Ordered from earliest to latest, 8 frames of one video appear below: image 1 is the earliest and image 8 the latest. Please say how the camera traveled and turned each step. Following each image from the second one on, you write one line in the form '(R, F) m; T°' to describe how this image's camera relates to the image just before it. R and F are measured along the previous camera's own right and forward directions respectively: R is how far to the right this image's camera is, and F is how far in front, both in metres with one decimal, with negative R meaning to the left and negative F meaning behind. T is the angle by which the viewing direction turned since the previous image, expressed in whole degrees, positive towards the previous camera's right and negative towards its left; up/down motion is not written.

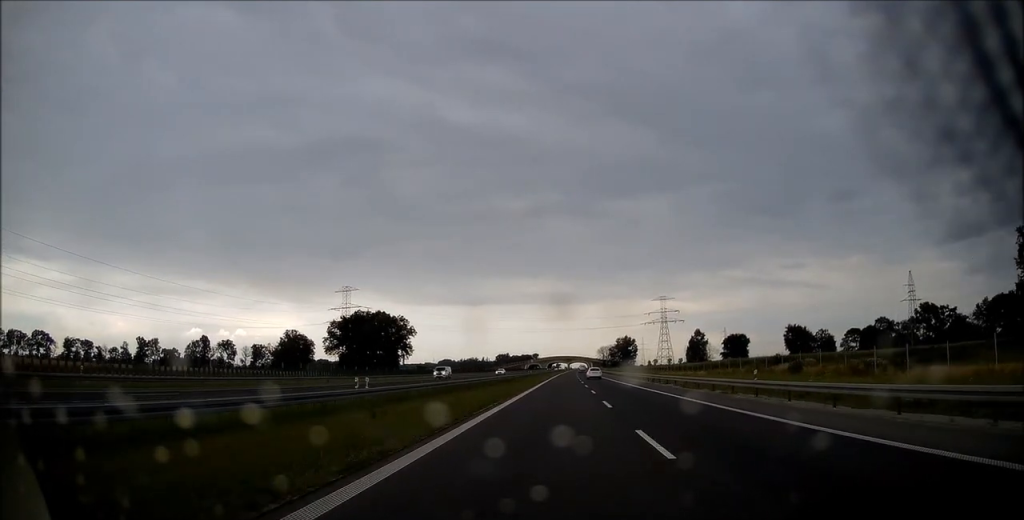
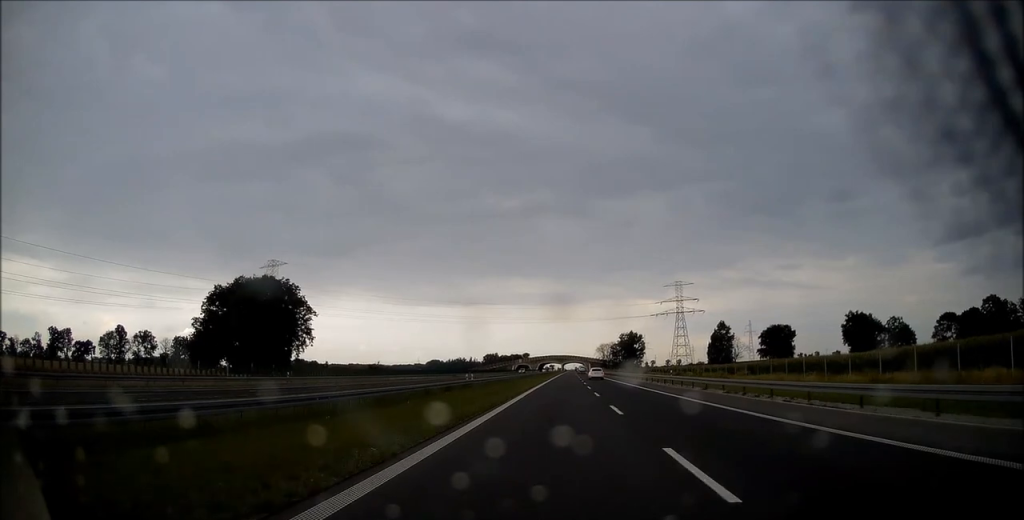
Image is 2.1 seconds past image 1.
(+0.4, +73.6) m; +1°
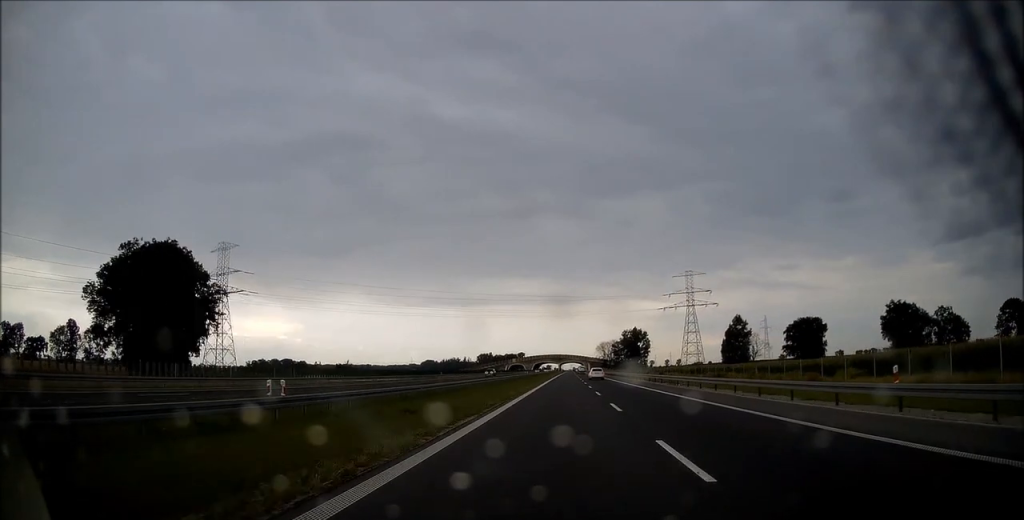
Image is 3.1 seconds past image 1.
(0.0, +34.1) m; 0°
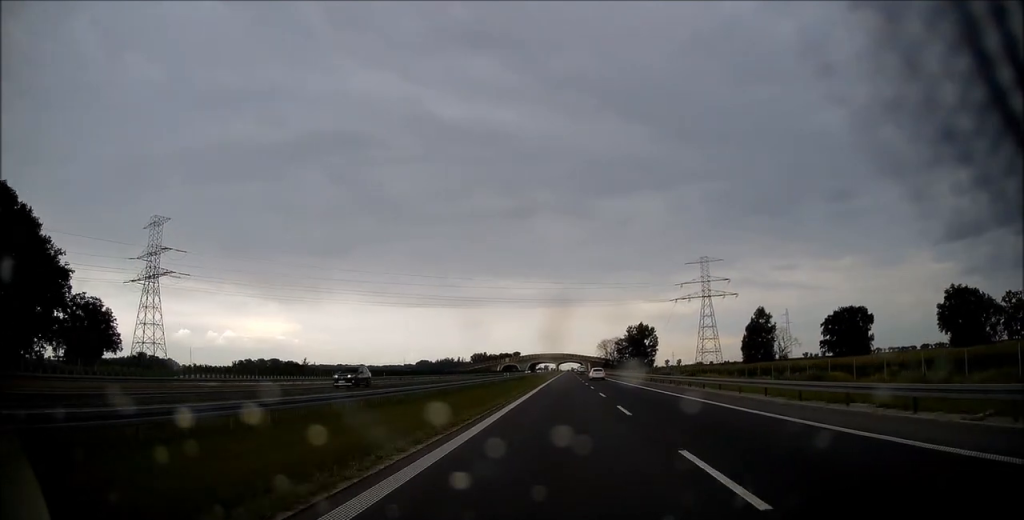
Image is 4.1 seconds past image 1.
(+0.2, +36.5) m; 0°
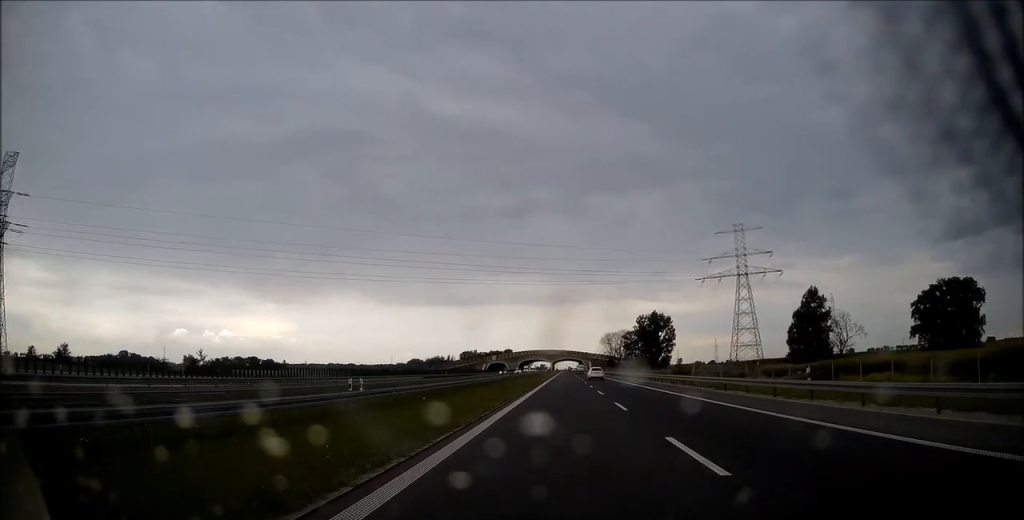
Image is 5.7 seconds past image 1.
(+0.2, +56.9) m; 0°
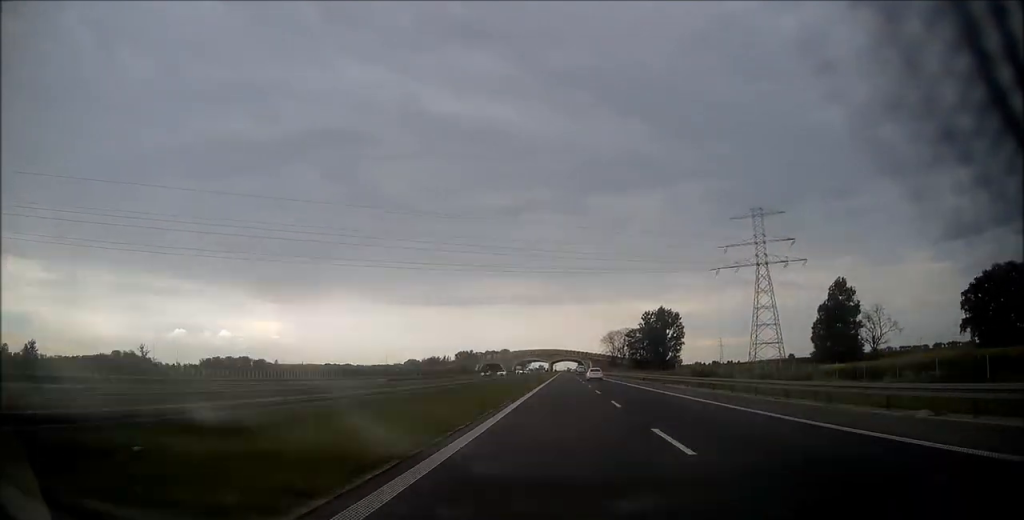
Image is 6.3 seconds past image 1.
(0.0, +21.4) m; 0°
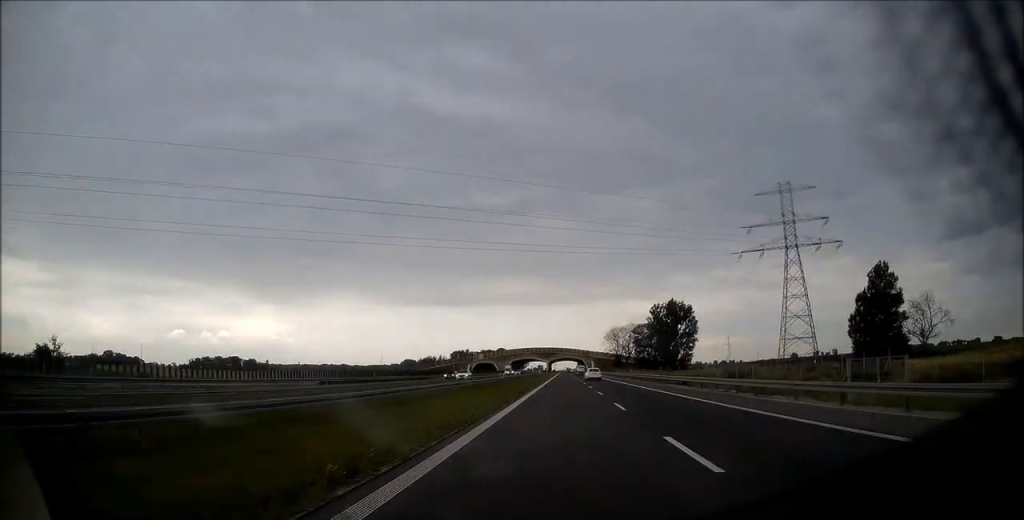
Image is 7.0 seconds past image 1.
(0.0, +25.1) m; 0°
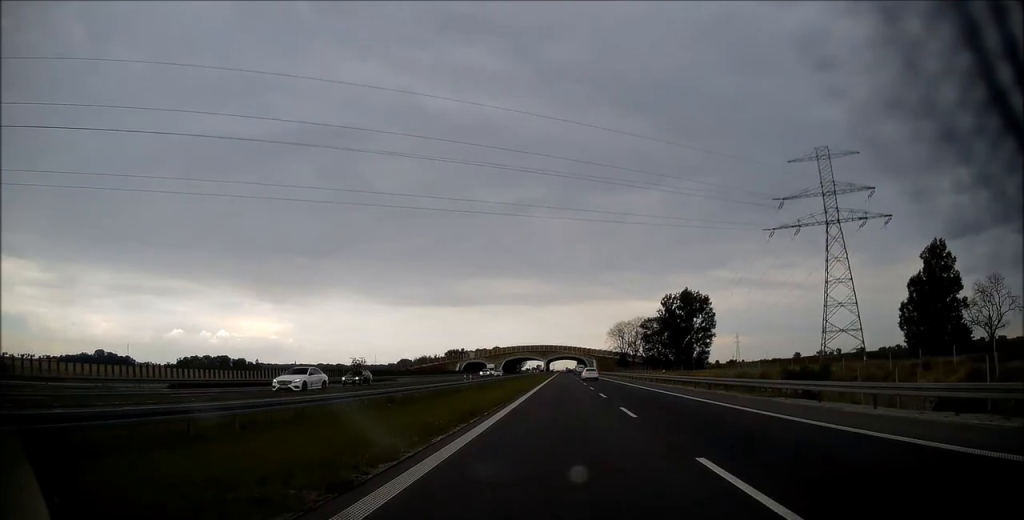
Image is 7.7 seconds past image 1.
(0.0, +26.3) m; 0°
